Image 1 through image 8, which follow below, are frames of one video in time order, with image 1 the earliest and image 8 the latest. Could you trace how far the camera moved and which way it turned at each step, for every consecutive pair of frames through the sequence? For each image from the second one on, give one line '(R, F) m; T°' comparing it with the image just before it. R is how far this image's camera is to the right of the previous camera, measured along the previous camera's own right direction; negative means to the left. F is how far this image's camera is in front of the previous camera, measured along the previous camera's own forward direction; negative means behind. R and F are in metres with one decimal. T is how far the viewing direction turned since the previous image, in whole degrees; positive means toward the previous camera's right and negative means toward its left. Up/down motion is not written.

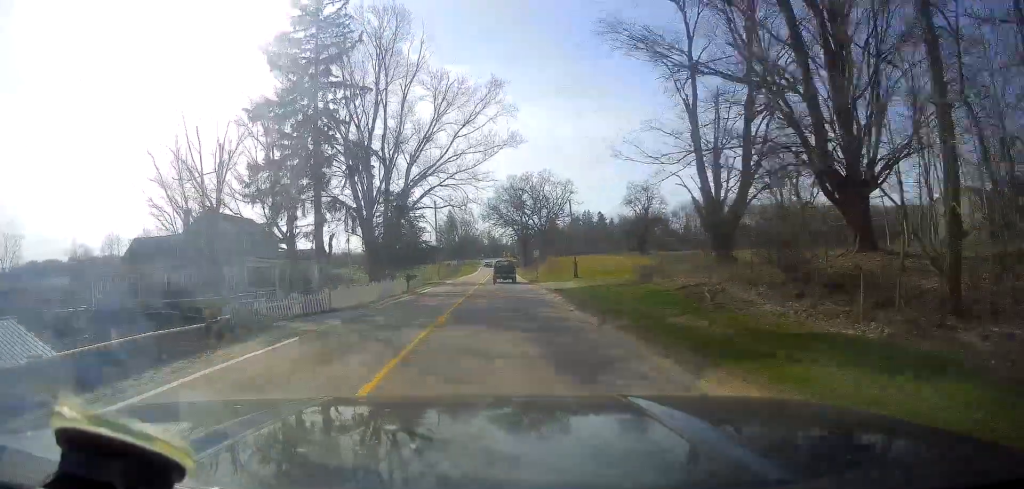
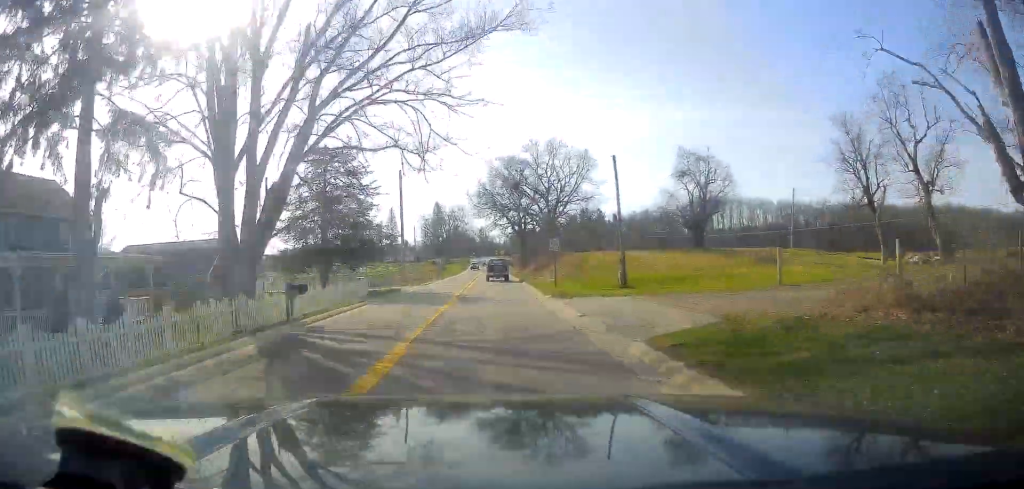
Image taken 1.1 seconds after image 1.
(-0.1, +23.3) m; +1°
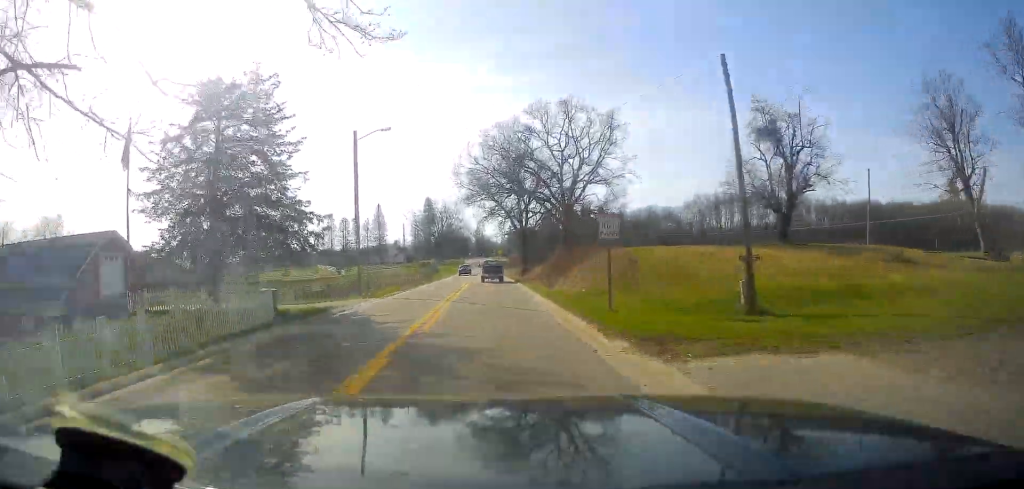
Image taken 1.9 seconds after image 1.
(+0.3, +16.5) m; +1°
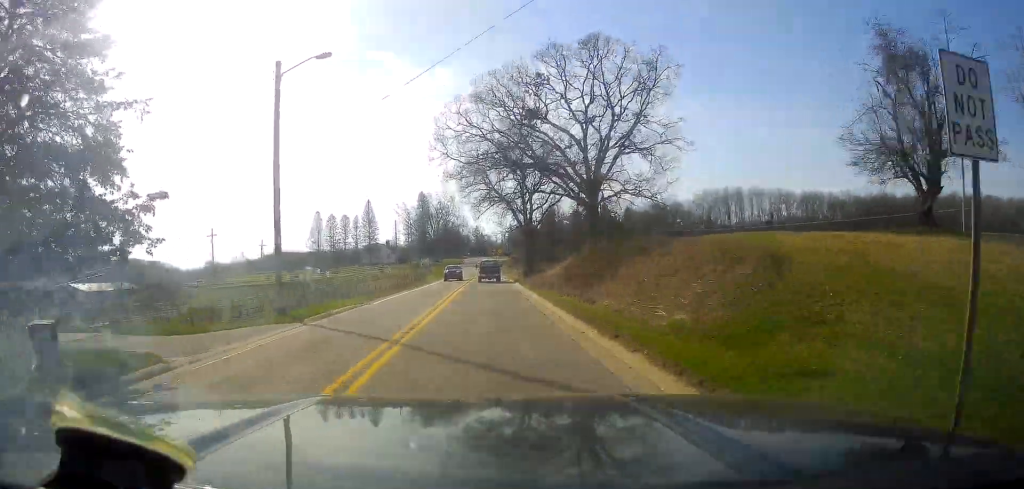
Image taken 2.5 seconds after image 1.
(0.0, +13.7) m; +1°
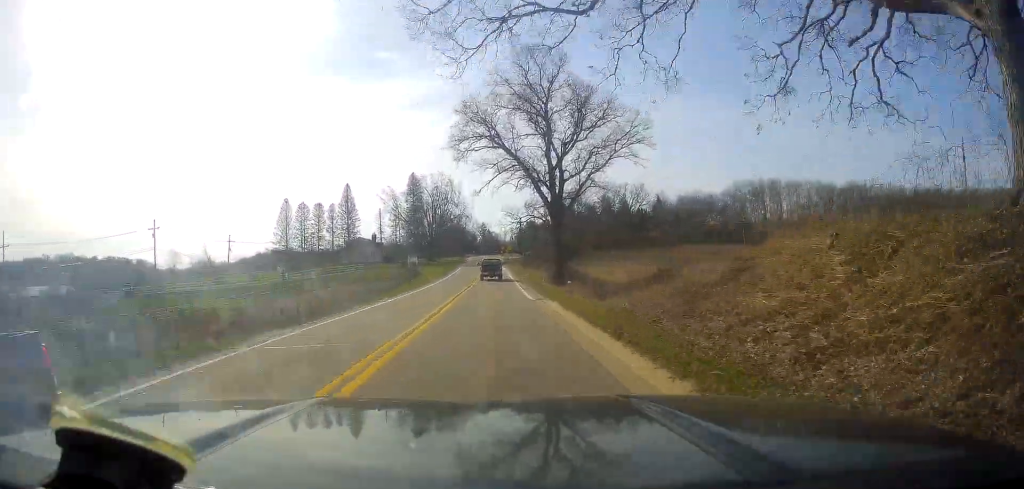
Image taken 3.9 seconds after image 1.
(+0.7, +31.1) m; 0°
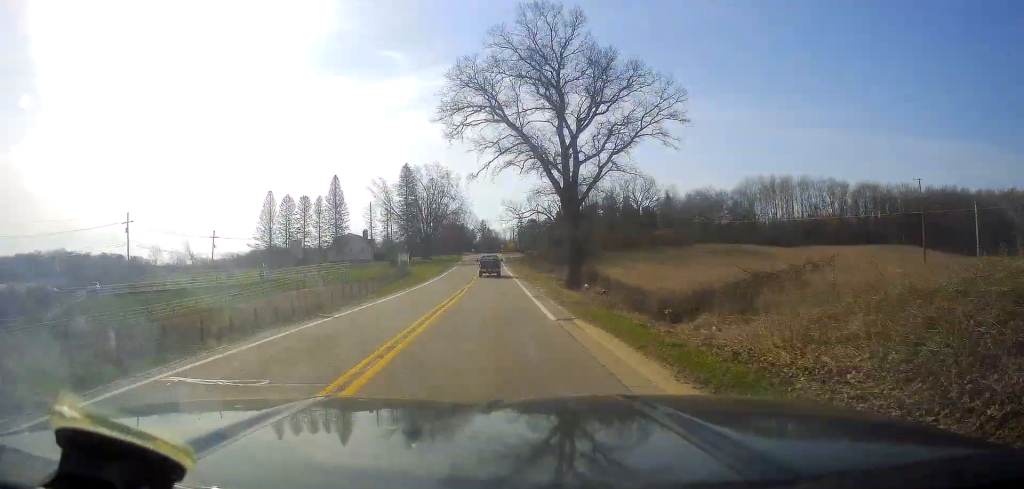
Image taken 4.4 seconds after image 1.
(-0.3, +10.2) m; -1°
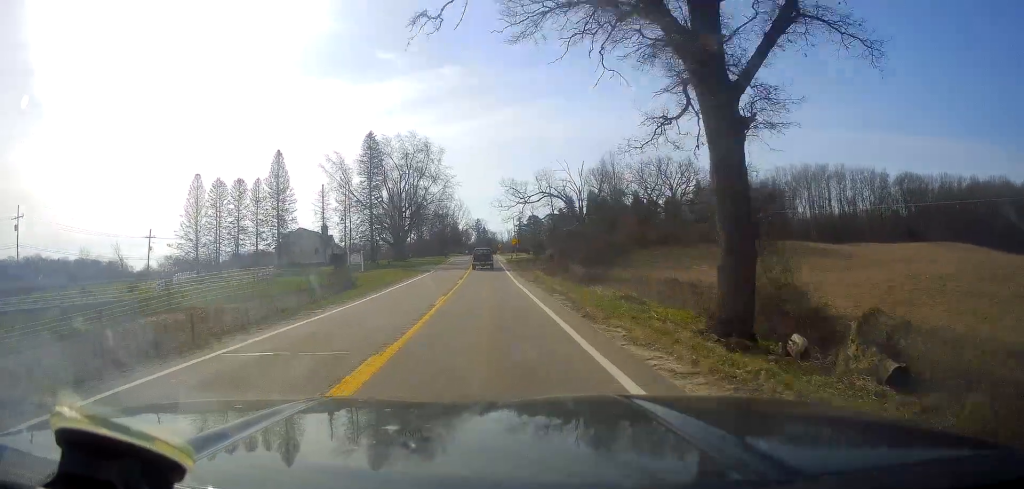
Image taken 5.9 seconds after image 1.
(-0.6, +32.0) m; 0°
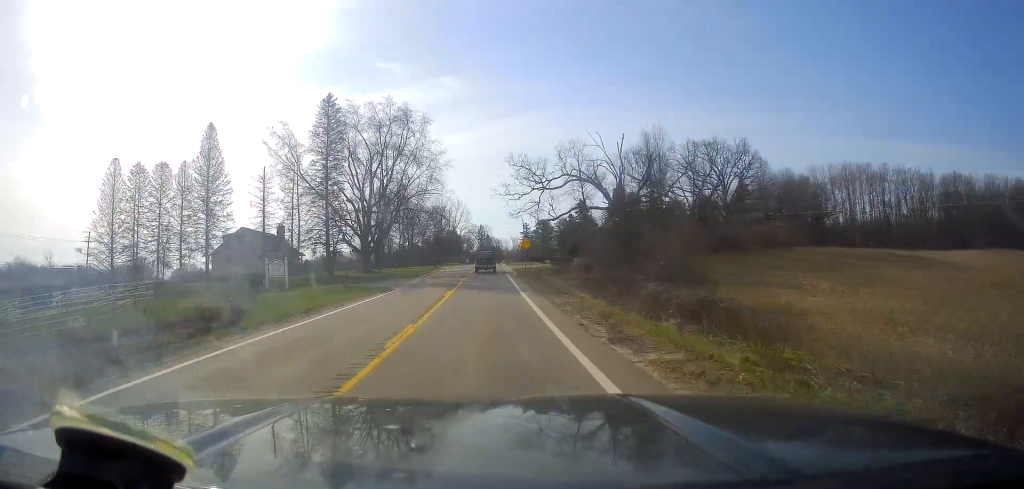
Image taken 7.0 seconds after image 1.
(0.0, +25.2) m; -1°
